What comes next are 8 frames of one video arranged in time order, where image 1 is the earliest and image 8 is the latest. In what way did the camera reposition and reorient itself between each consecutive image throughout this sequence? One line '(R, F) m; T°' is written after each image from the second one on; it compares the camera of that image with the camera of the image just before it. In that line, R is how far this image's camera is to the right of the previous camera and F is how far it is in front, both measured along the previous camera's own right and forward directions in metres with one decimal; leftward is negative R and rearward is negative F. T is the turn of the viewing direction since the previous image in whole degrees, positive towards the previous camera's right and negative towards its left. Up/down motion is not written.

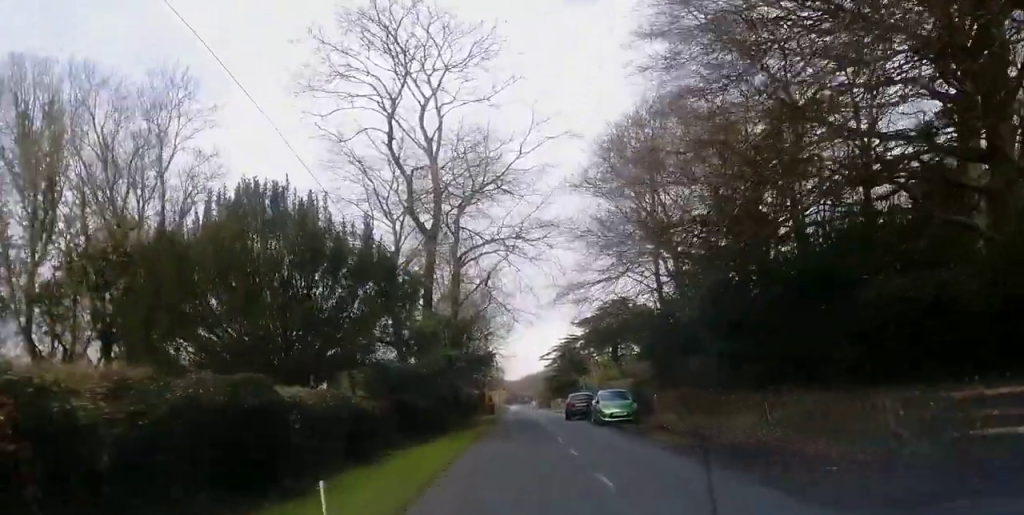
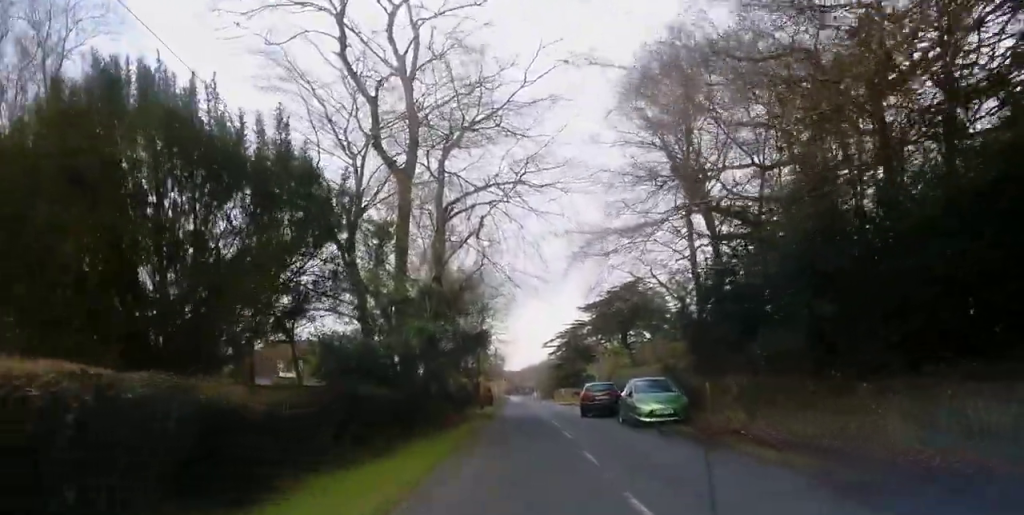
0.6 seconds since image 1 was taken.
(0.0, +9.3) m; 0°
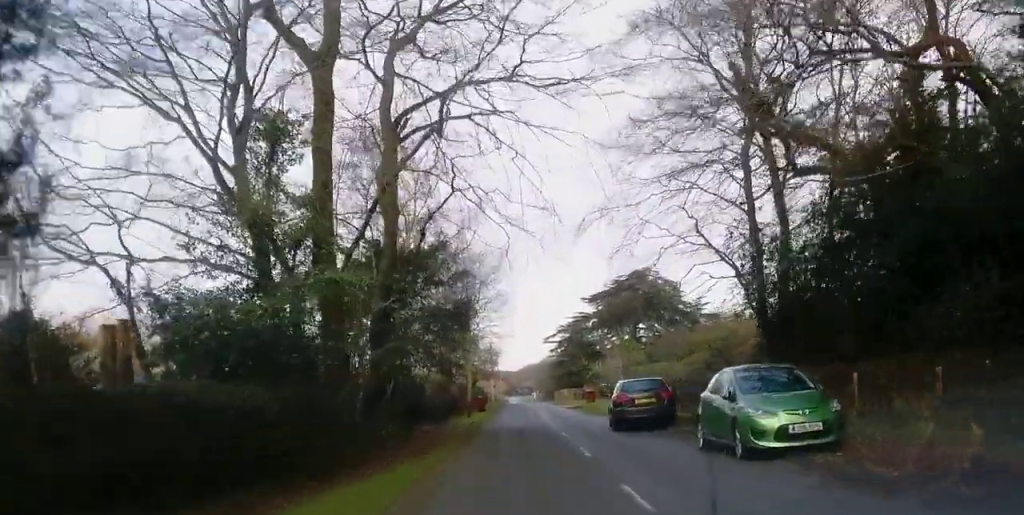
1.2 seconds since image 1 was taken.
(-0.1, +11.3) m; 0°
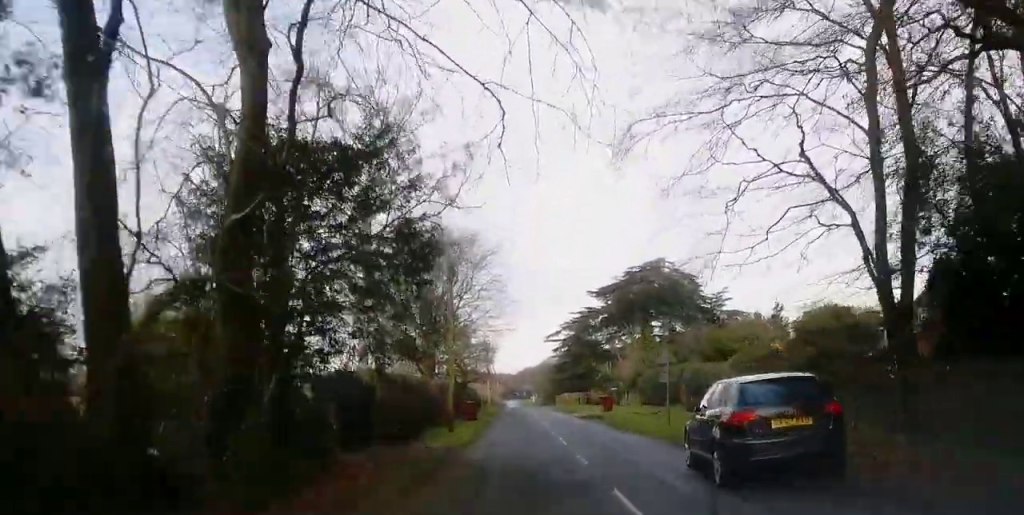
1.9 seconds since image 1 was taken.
(0.0, +11.2) m; 0°
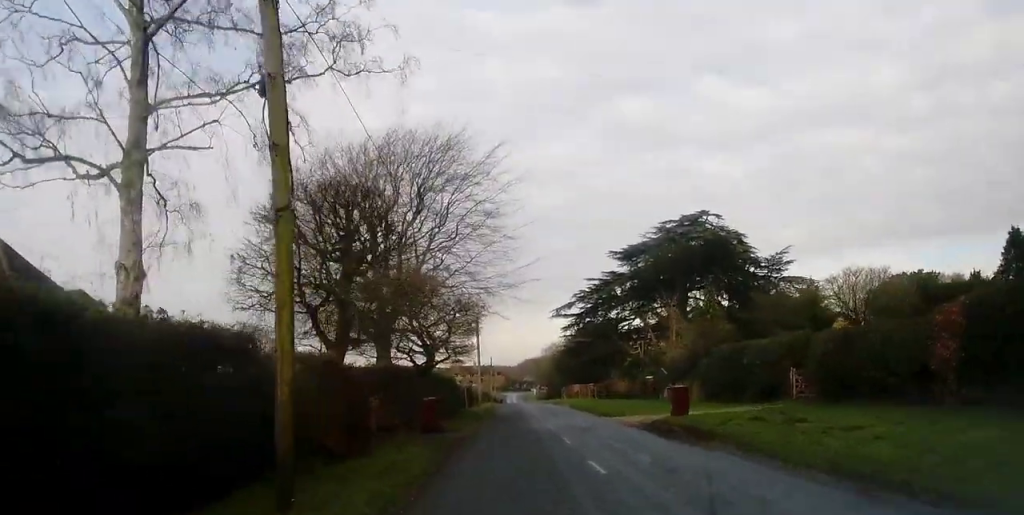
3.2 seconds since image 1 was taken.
(0.0, +21.1) m; 0°
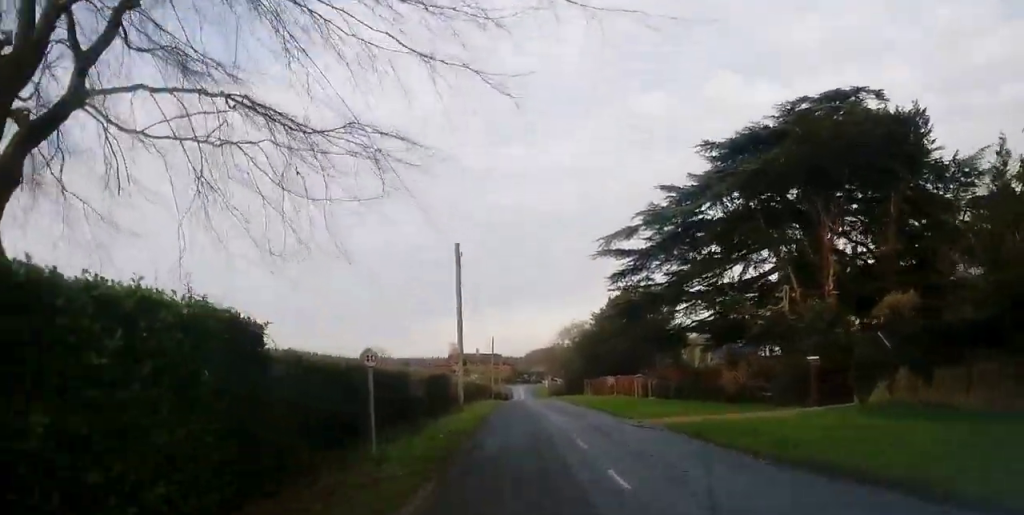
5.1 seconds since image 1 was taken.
(-0.3, +31.7) m; -1°
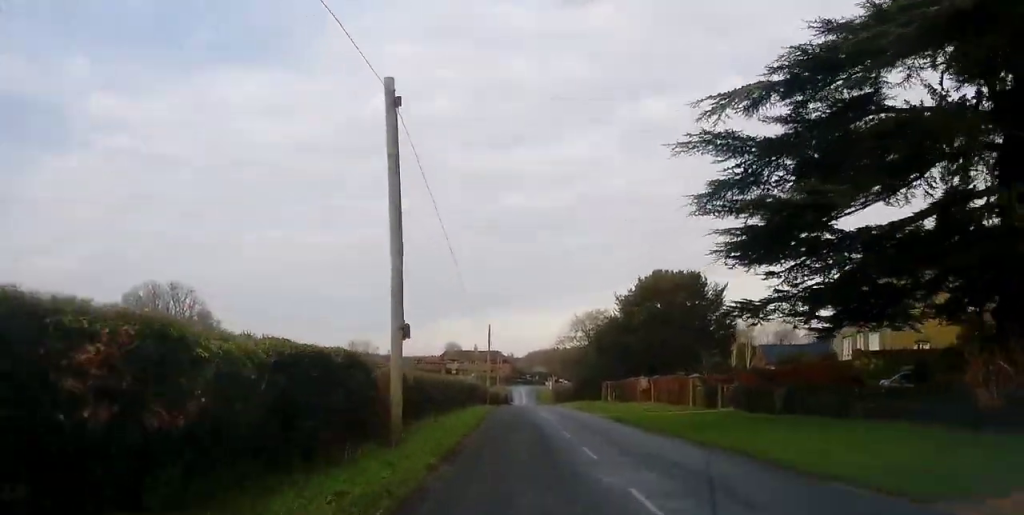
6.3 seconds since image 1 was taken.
(+0.1, +19.7) m; +1°
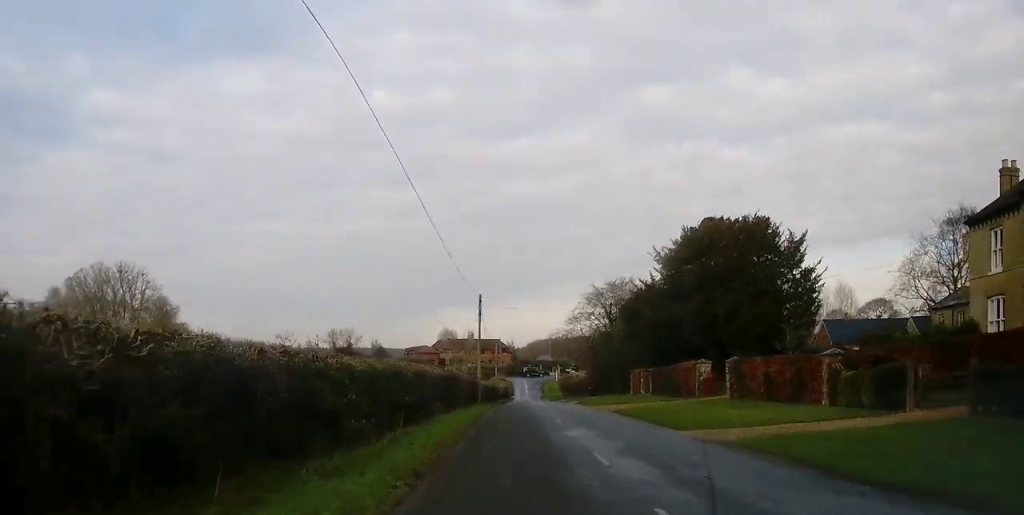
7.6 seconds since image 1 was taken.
(+0.2, +19.6) m; -1°
